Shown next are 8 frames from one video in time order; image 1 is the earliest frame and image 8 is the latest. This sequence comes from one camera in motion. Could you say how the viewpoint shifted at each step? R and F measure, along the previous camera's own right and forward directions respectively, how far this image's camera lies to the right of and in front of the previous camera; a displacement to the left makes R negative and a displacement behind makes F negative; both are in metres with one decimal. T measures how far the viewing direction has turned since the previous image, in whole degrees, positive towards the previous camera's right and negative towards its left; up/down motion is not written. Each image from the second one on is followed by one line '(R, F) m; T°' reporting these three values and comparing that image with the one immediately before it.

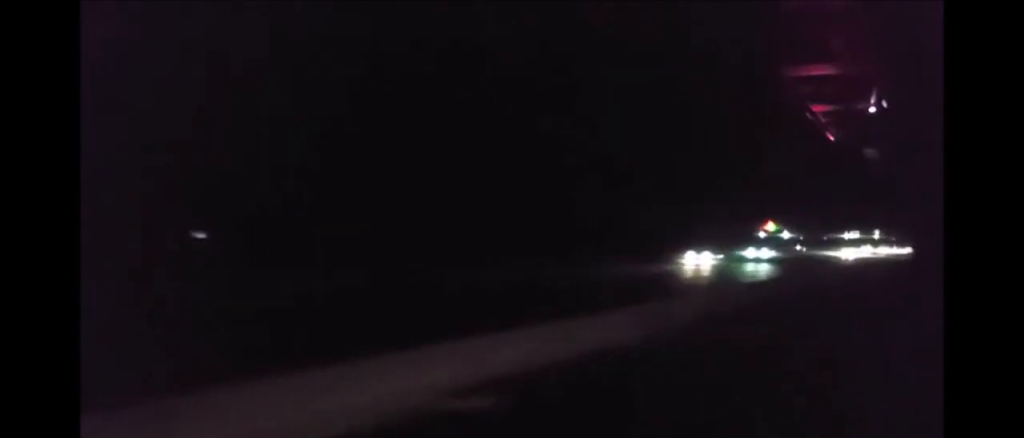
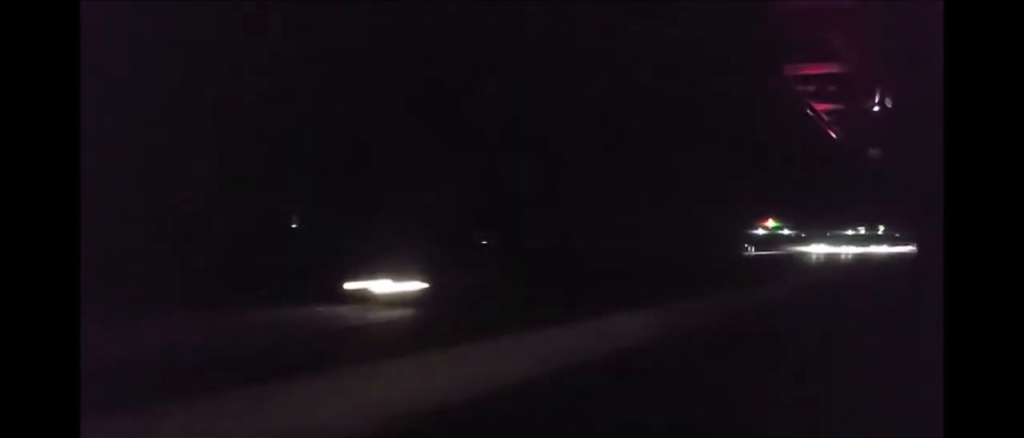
(-0.5, +60.1) m; -1°
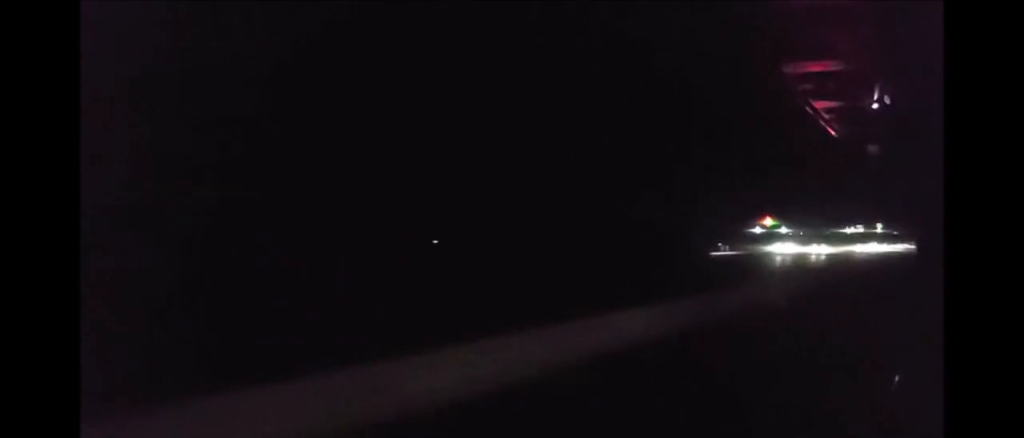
(-0.2, +15.7) m; 0°
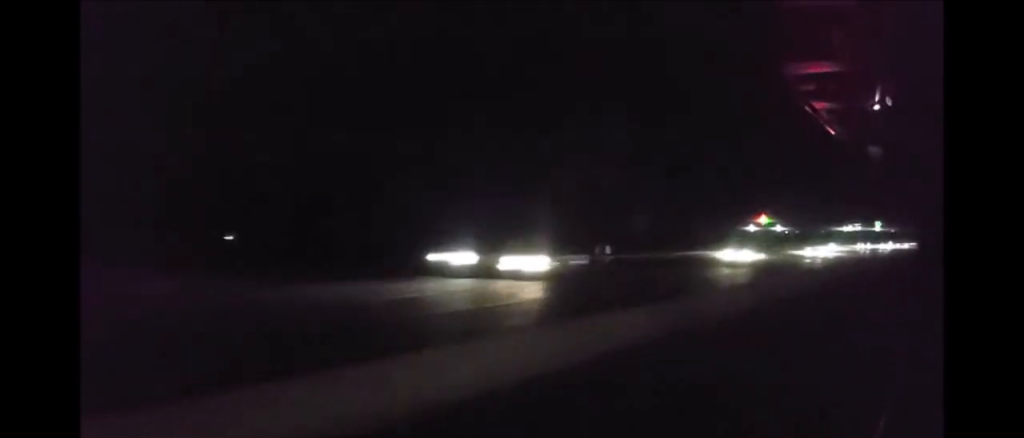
(+0.8, +45.2) m; +1°
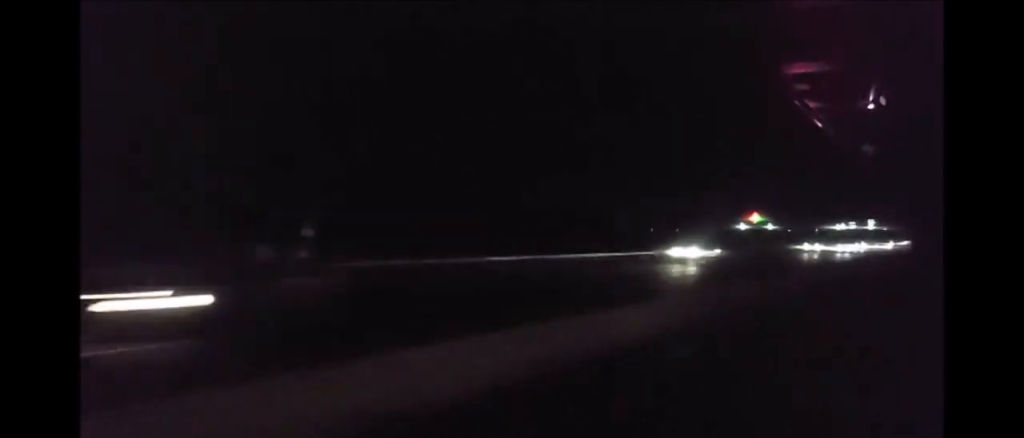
(0.0, +39.0) m; 0°
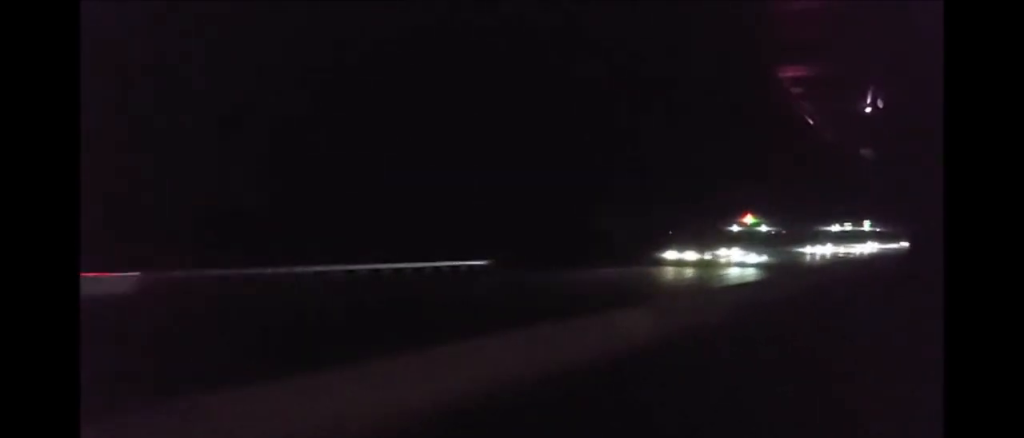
(-0.1, +32.5) m; -1°
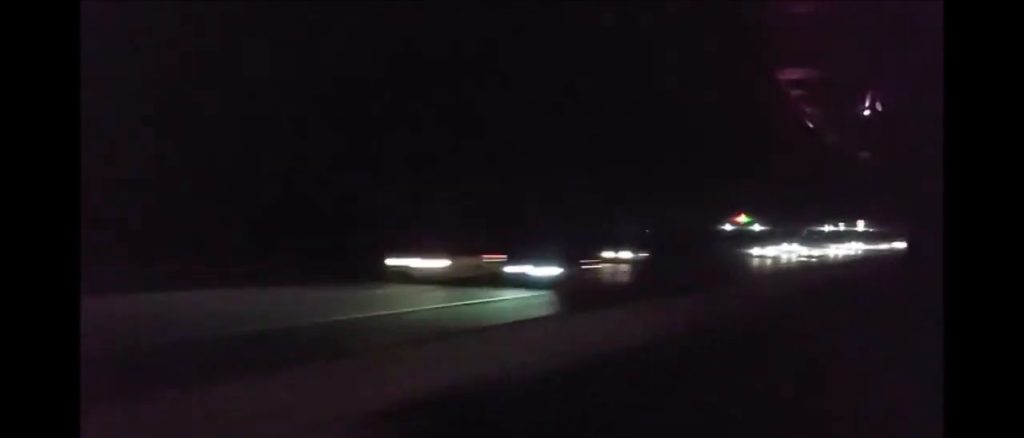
(0.0, +15.7) m; 0°
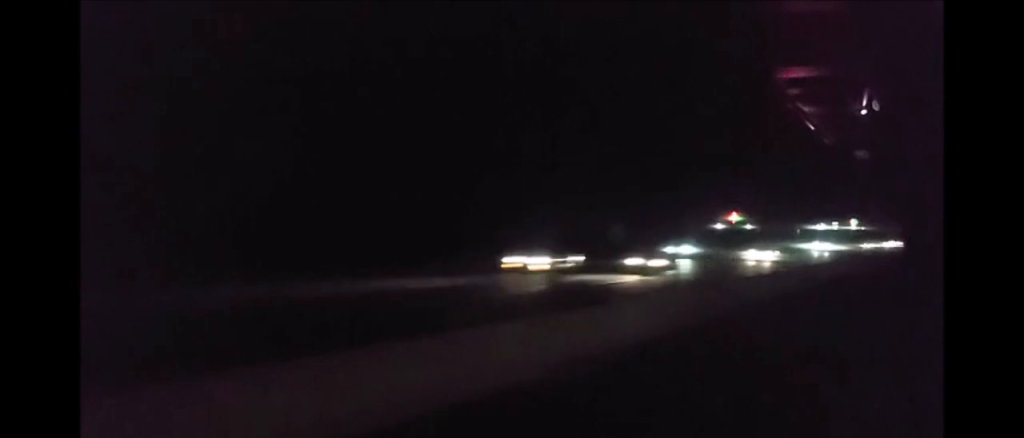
(-0.3, +28.3) m; +1°
